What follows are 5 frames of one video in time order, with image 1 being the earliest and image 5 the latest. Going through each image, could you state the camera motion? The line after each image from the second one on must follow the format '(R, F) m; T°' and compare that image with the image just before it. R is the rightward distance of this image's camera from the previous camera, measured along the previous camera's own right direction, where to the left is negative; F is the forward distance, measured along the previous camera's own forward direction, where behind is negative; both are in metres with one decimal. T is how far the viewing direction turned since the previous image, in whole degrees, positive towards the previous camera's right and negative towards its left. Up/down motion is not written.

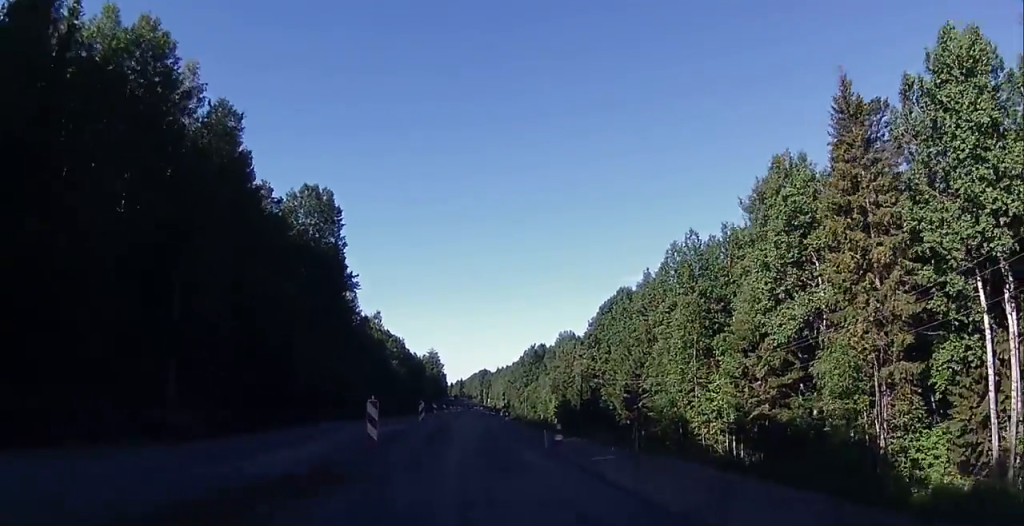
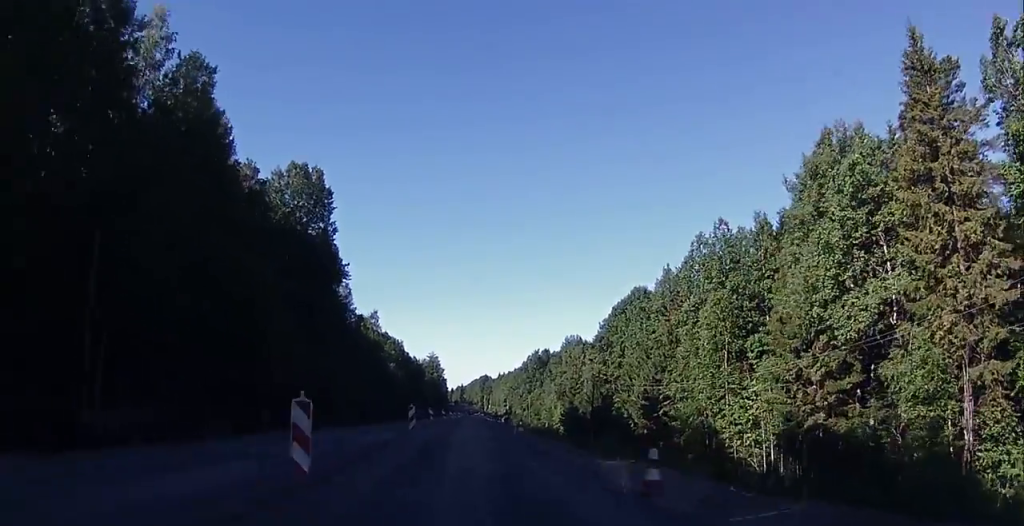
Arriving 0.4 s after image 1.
(0.0, +7.7) m; 0°
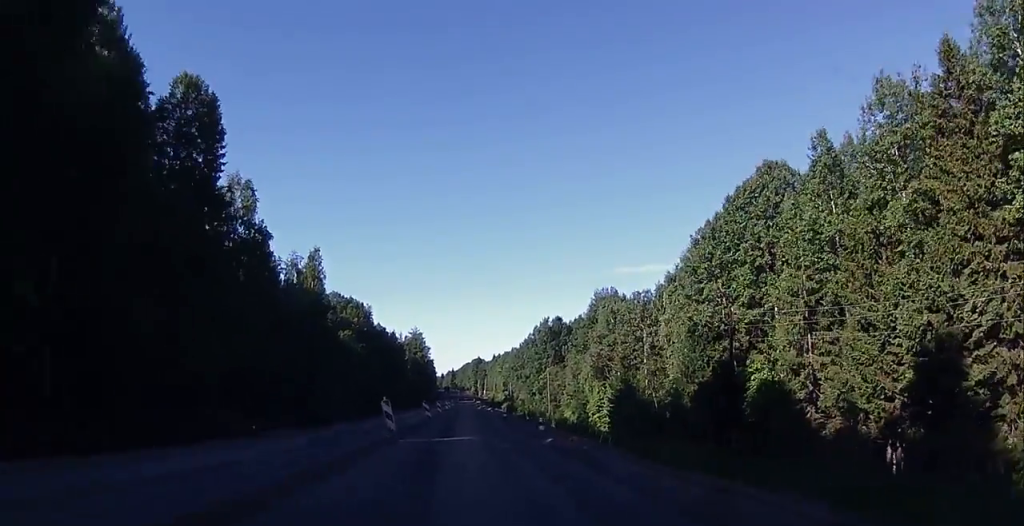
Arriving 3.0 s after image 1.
(+0.8, +45.2) m; +2°
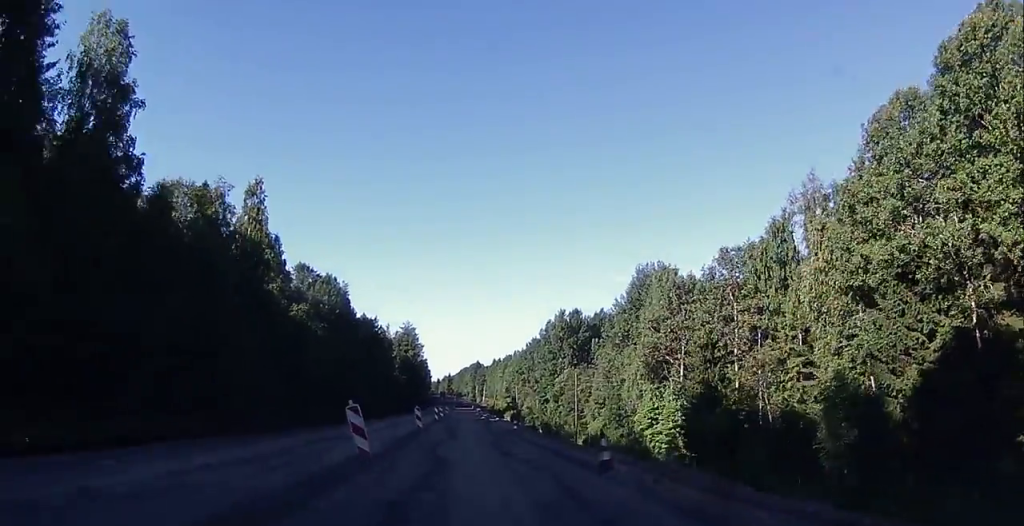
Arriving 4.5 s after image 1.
(+0.3, +27.0) m; +3°
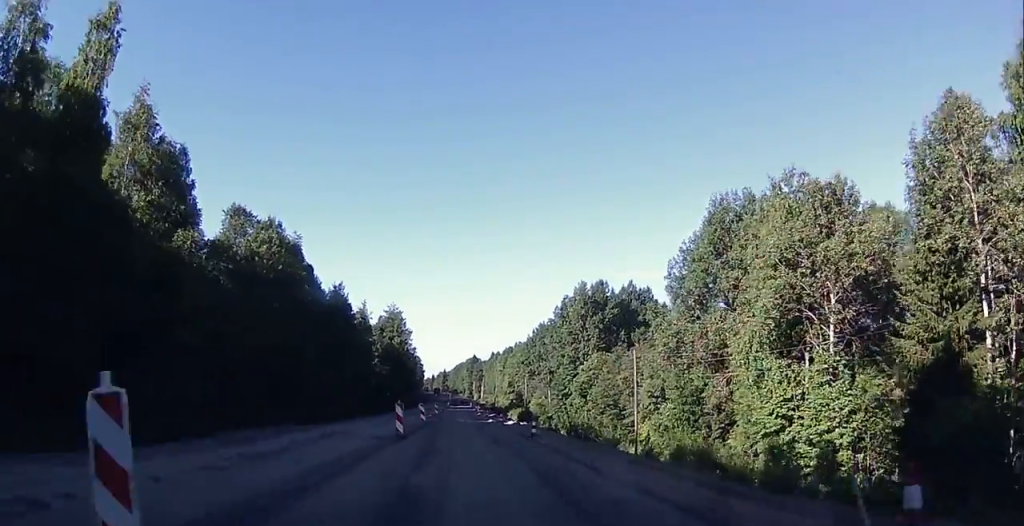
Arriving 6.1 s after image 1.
(+0.5, +28.3) m; 0°
